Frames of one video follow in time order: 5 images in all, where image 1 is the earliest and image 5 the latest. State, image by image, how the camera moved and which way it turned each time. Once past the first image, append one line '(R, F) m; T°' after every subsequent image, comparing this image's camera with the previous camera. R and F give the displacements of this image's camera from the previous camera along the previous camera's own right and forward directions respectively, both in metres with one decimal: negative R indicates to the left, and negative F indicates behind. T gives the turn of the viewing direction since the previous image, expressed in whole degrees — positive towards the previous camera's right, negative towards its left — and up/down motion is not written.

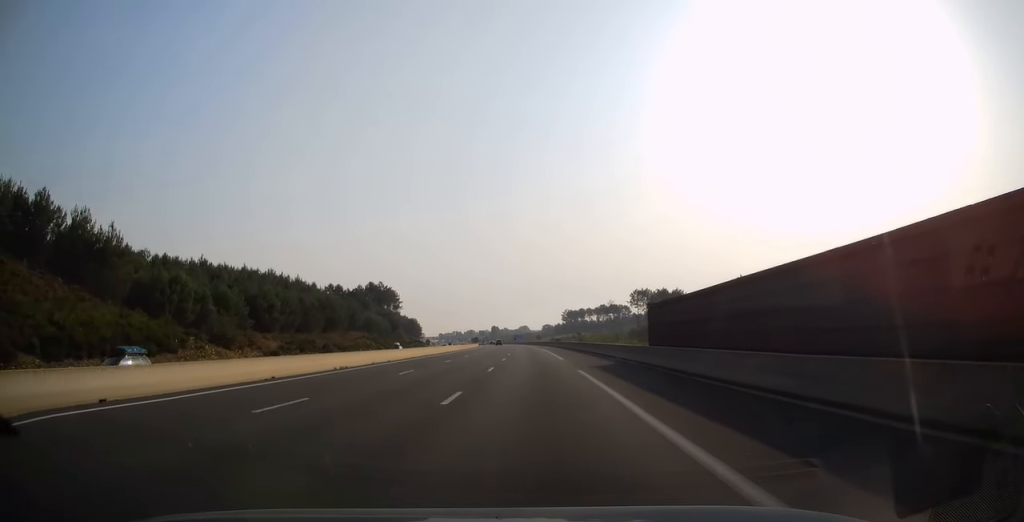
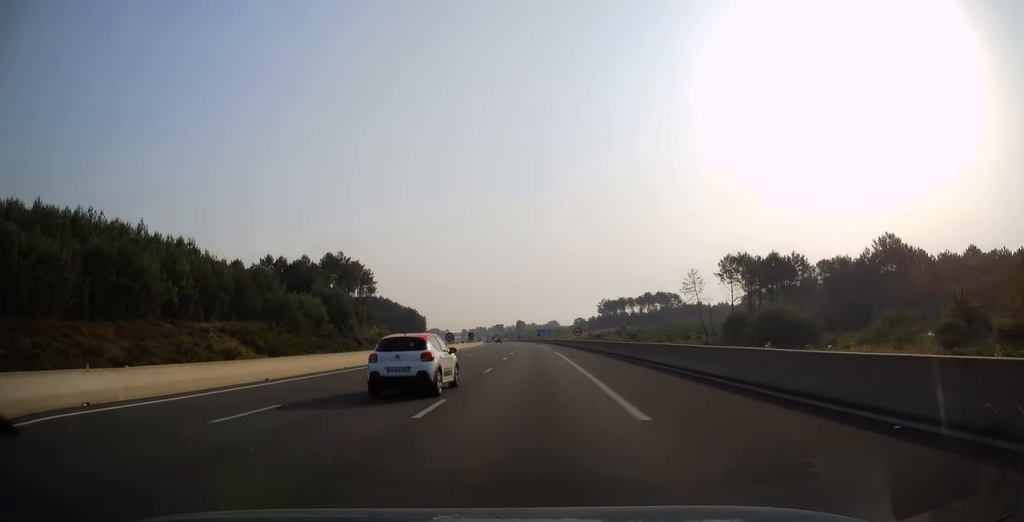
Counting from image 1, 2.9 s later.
(-2.1, +80.5) m; -3°
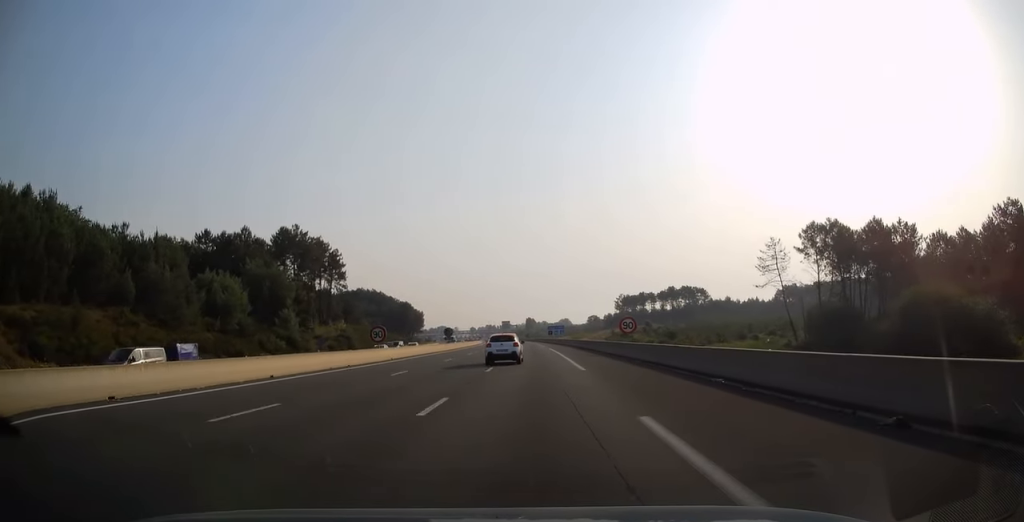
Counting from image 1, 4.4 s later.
(-0.4, +39.3) m; -1°
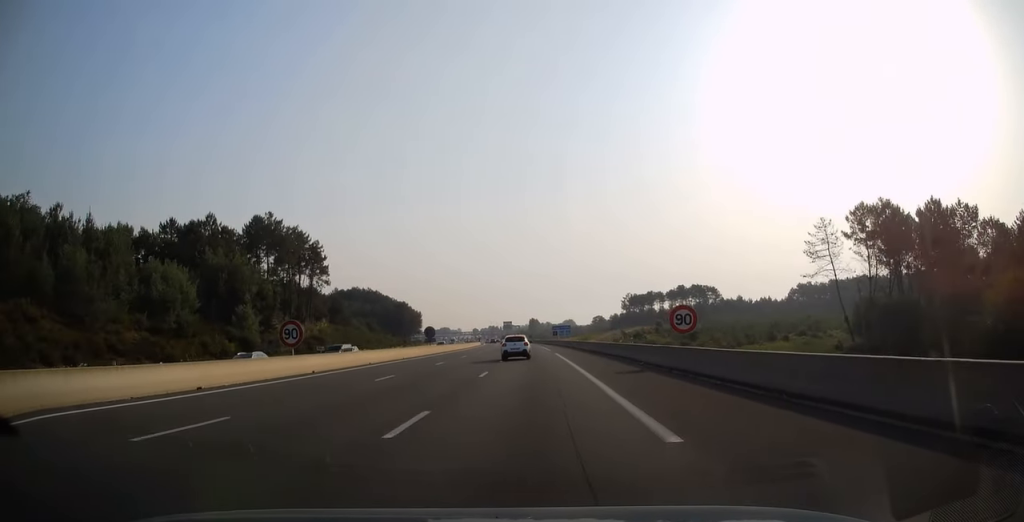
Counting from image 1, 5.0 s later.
(-0.1, +15.4) m; 0°
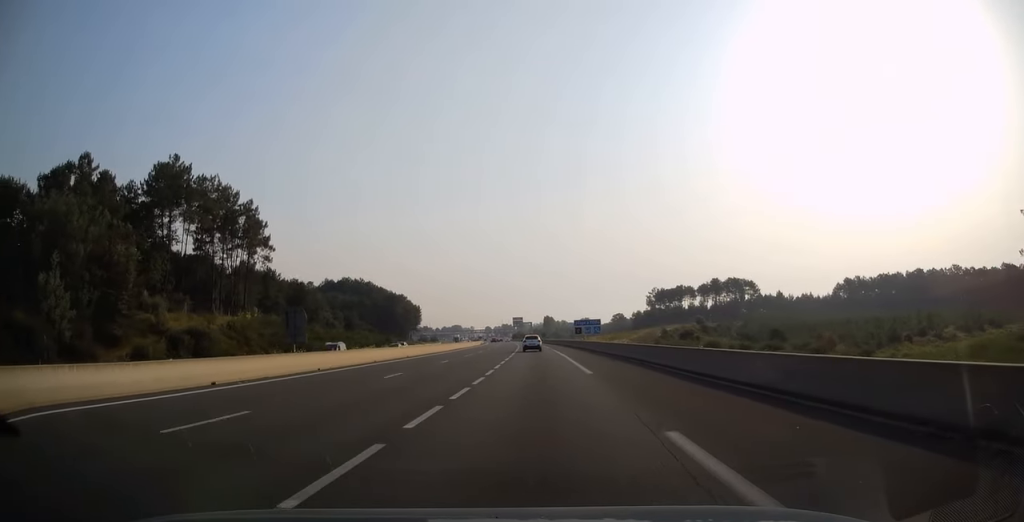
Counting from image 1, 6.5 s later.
(-0.4, +38.9) m; -1°
